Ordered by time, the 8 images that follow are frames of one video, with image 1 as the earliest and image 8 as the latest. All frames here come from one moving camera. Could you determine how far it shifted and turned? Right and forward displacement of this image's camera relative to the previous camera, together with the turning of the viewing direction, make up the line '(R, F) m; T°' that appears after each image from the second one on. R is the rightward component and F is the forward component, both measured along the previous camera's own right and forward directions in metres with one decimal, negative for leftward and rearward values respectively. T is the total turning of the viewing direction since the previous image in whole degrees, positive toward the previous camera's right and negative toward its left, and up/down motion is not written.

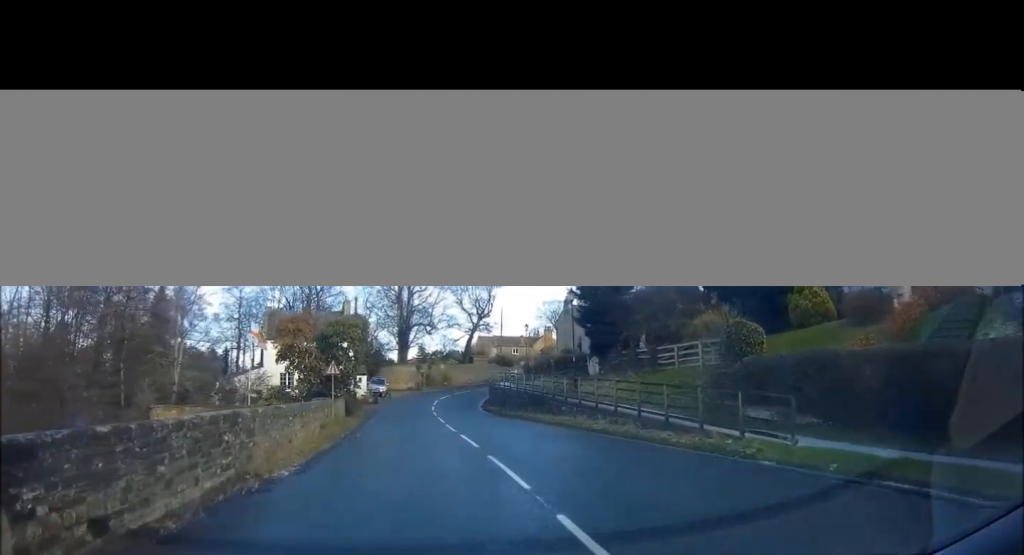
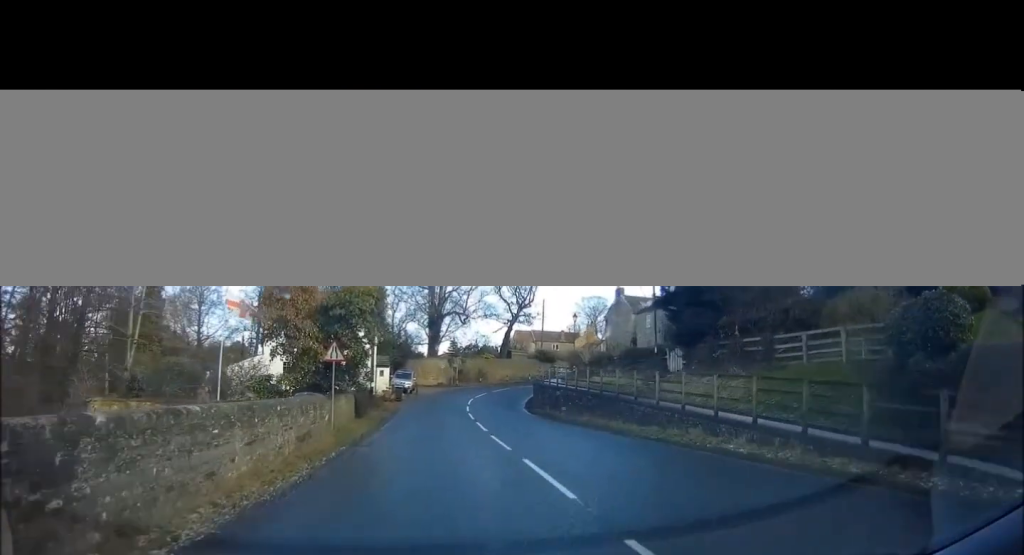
(-0.9, +6.8) m; -6°
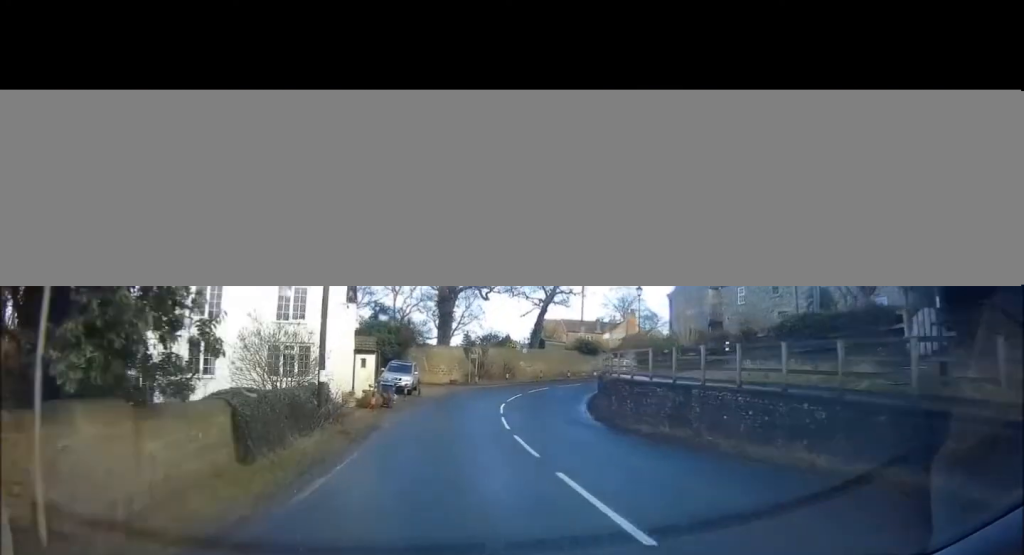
(-0.4, +13.2) m; -3°
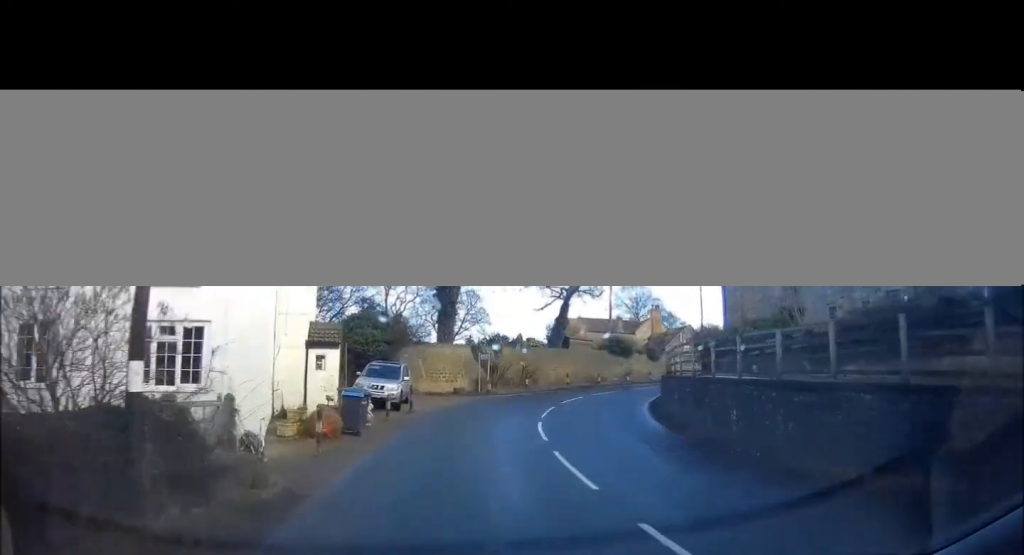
(+0.1, +9.1) m; +2°
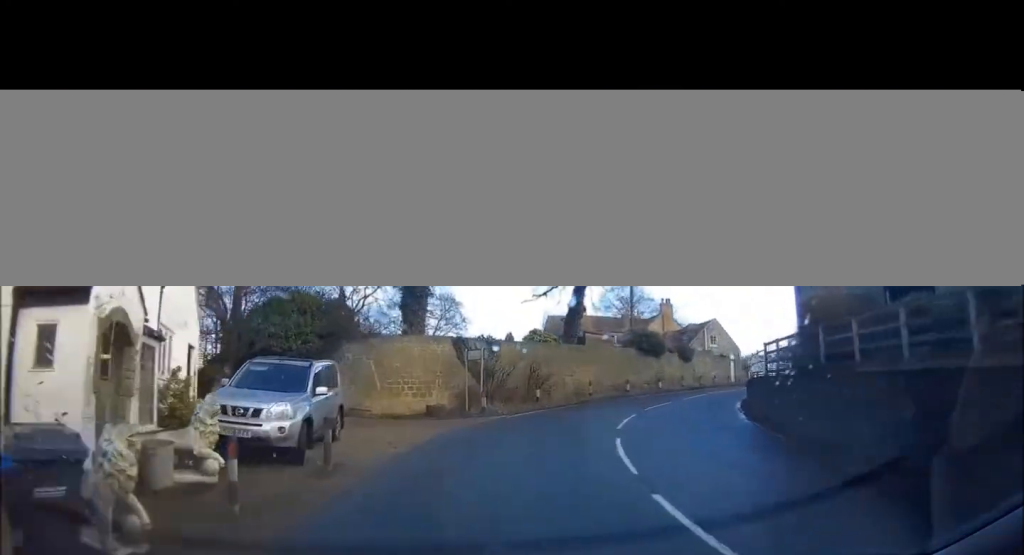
(+0.3, +10.9) m; +5°
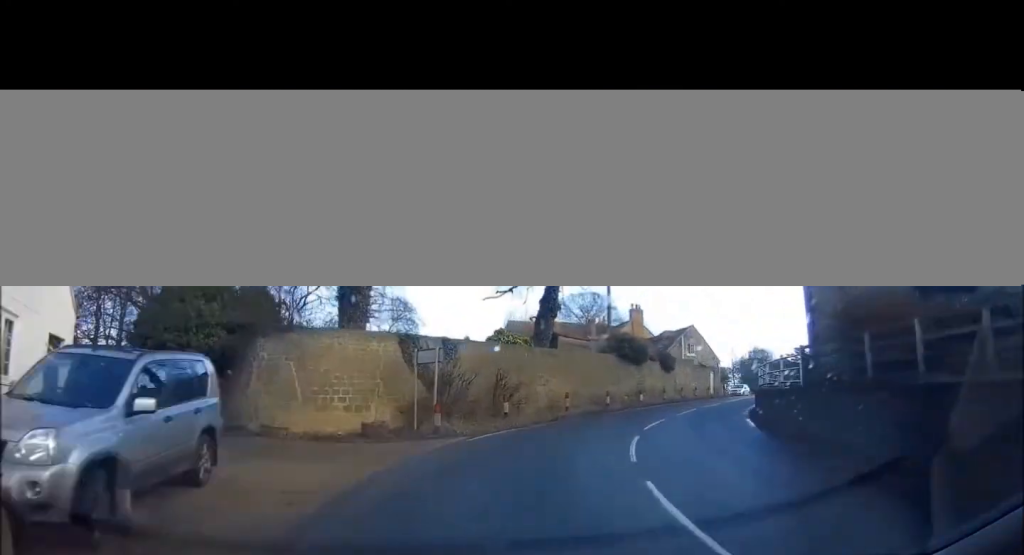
(-0.1, +4.1) m; +3°
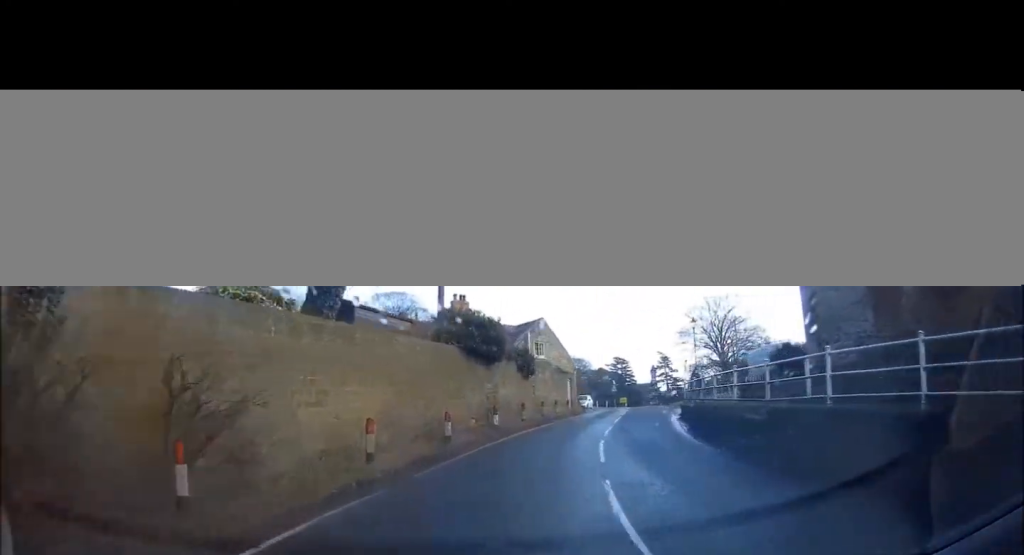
(+1.5, +11.7) m; +16°
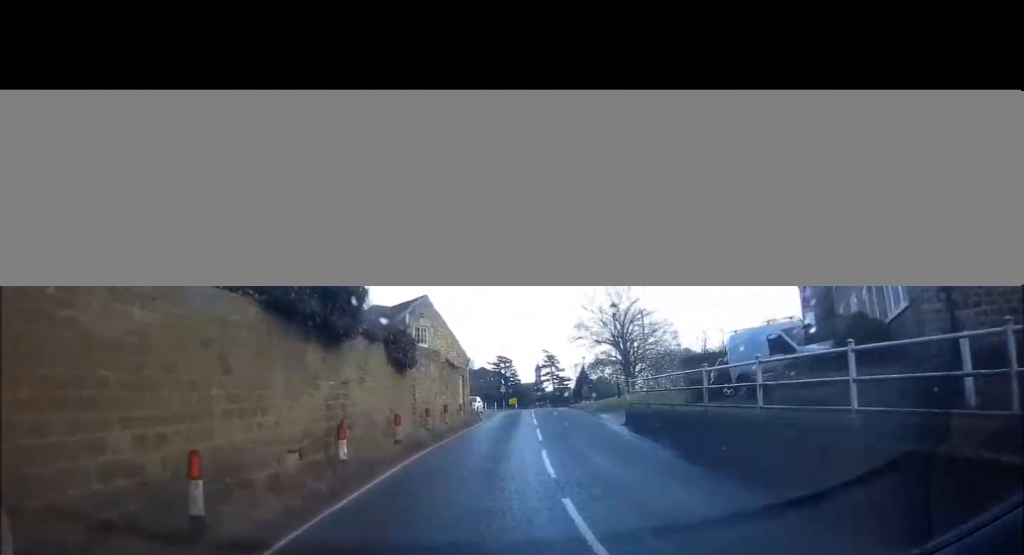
(+0.7, +7.8) m; +13°
